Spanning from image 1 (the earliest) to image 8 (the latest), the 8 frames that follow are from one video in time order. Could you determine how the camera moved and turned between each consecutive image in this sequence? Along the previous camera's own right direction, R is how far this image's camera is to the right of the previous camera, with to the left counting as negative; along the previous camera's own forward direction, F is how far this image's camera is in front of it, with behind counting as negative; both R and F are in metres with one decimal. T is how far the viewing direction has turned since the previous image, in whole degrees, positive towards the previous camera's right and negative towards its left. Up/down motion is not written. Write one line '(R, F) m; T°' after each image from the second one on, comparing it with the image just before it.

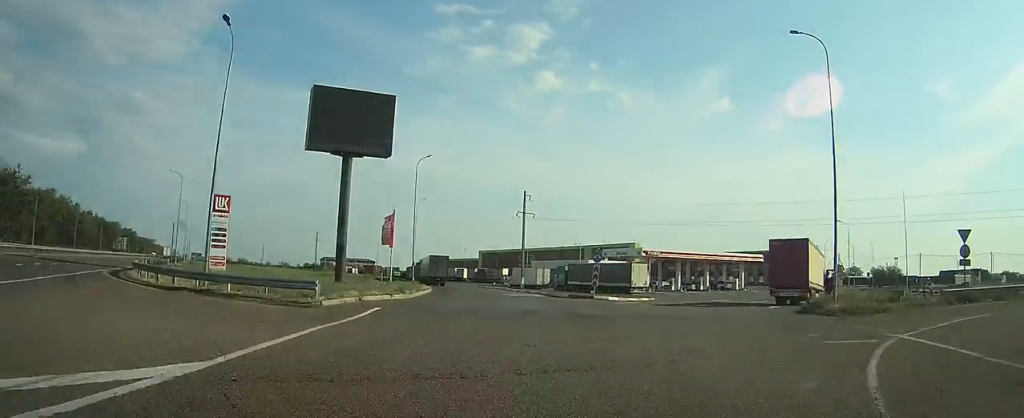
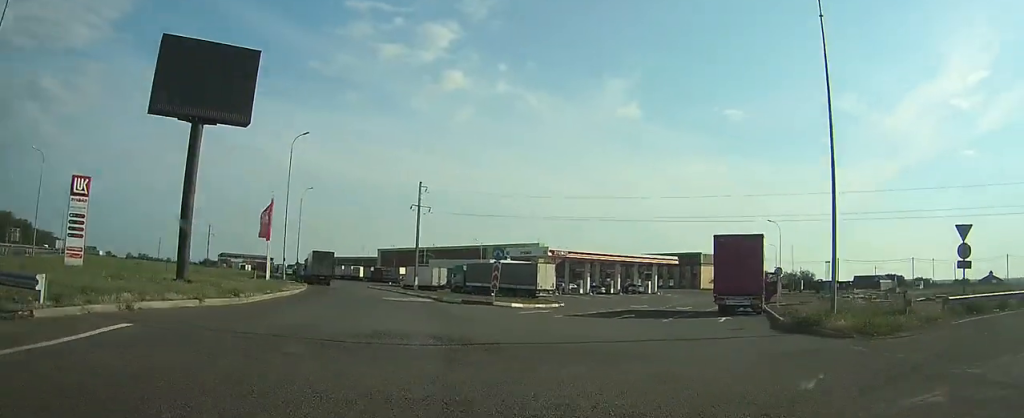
(+0.4, +9.0) m; +8°
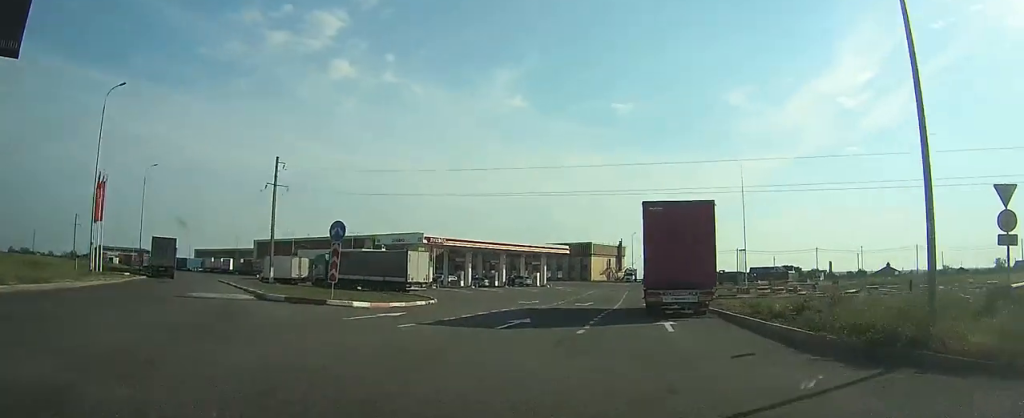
(+1.2, +10.1) m; +18°
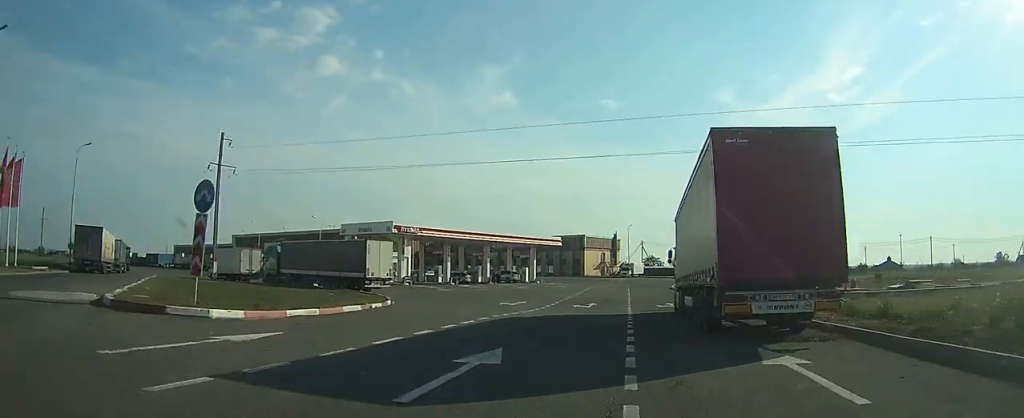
(+2.1, +9.5) m; +15°
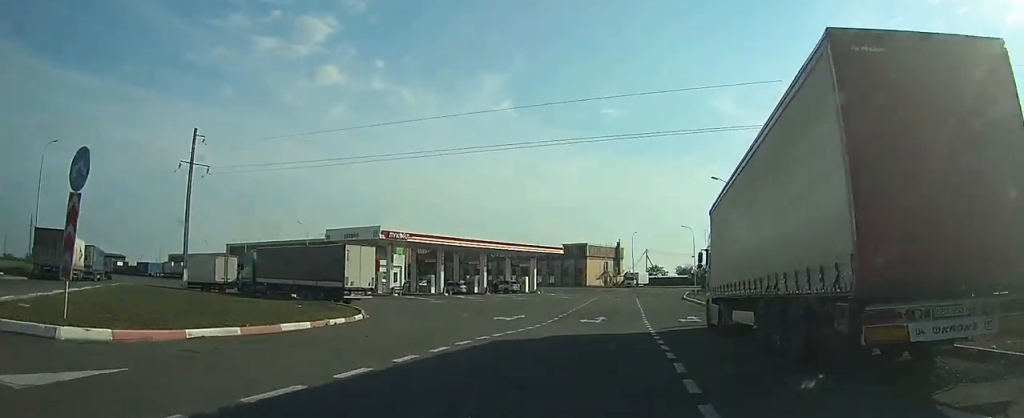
(0.0, +4.8) m; +6°
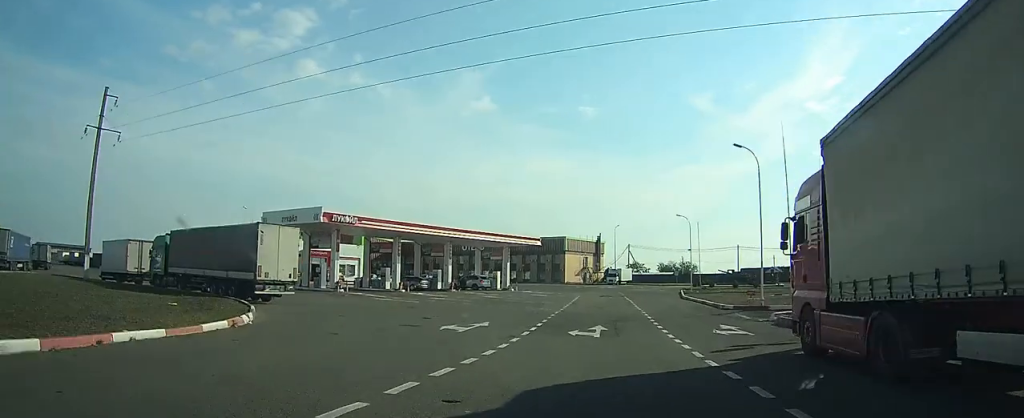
(+1.0, +8.7) m; +7°
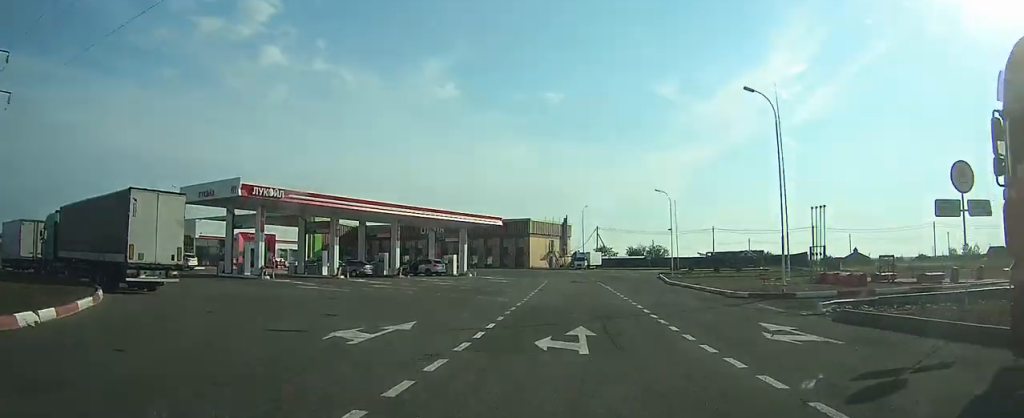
(+0.2, +7.0) m; 0°
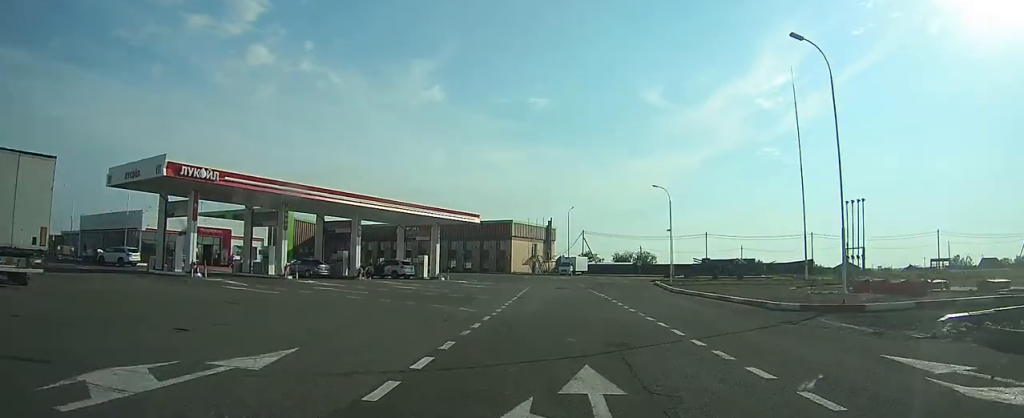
(-0.1, +6.2) m; -2°
